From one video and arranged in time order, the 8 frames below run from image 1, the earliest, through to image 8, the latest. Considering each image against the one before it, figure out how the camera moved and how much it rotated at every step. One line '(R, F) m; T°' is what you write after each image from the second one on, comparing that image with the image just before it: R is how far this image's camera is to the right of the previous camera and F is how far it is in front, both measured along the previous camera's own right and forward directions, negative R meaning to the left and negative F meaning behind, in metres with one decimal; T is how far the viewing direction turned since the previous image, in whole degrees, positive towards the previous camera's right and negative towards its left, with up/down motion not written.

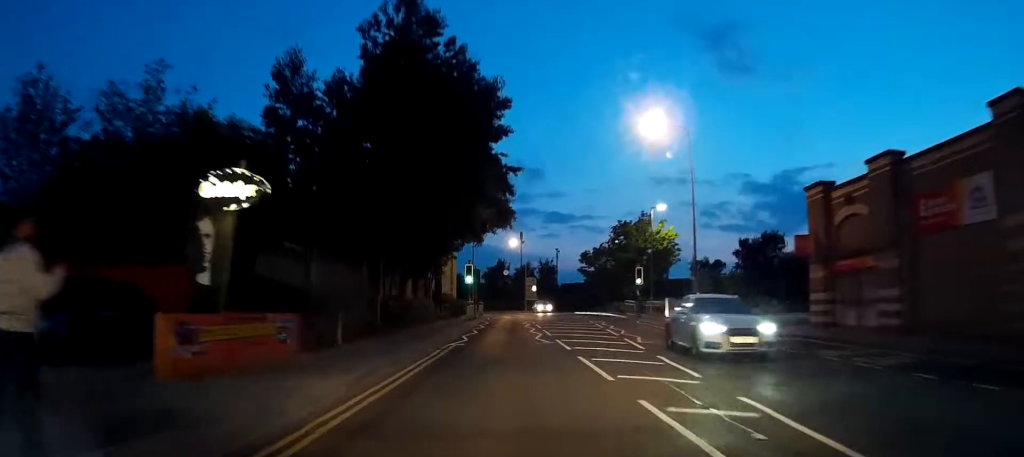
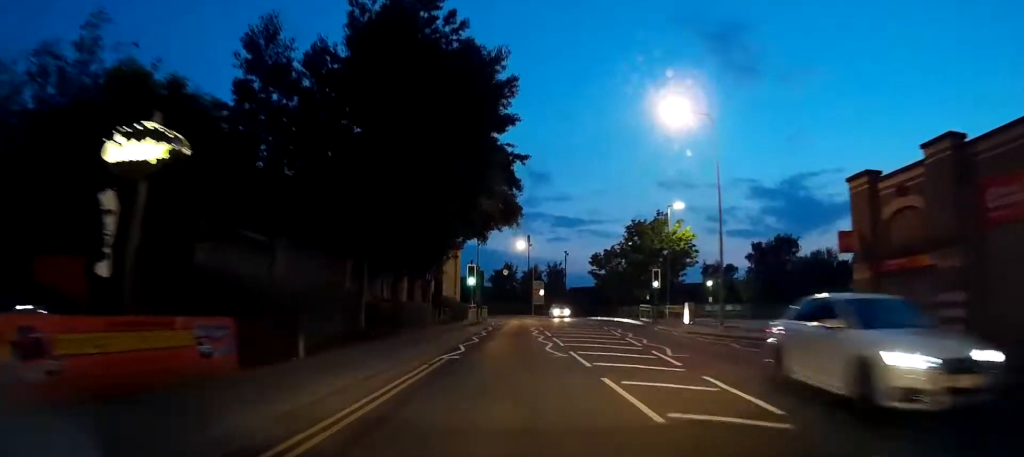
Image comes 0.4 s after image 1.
(0.0, +2.8) m; -3°
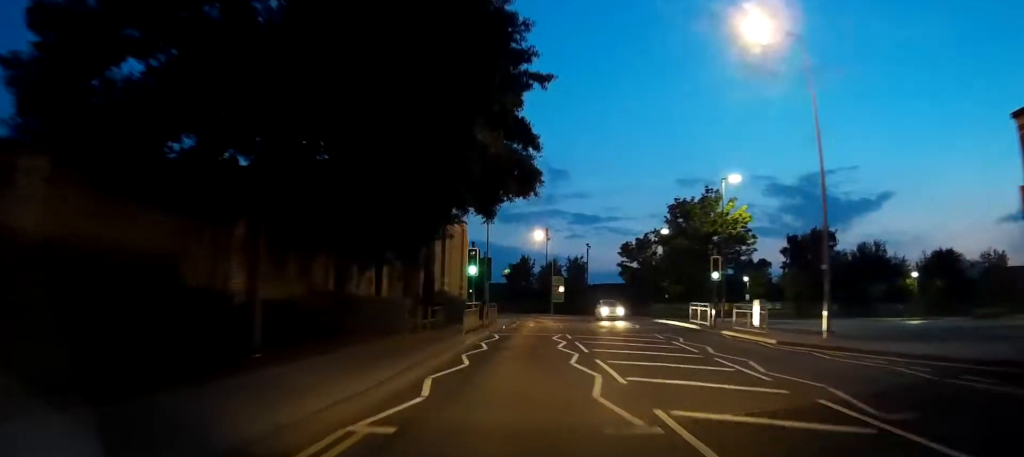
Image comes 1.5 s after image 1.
(-0.5, +8.5) m; -3°
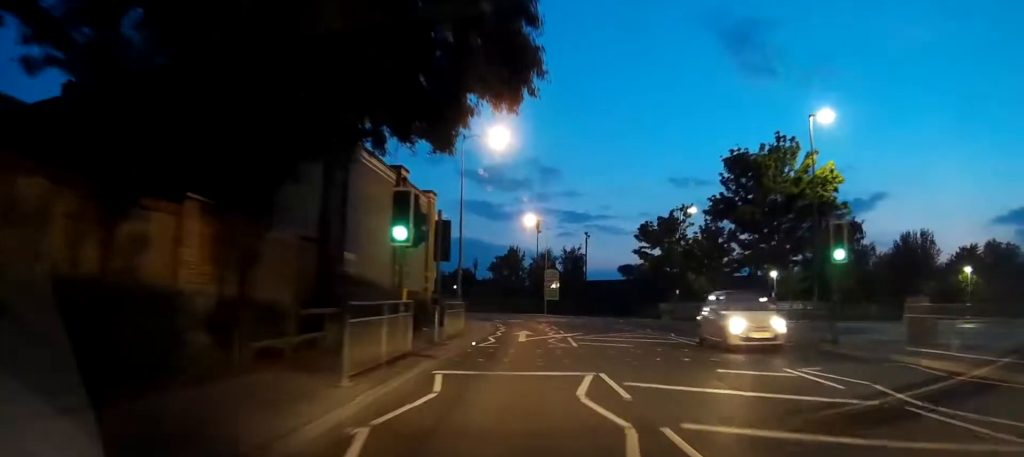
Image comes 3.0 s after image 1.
(+0.5, +12.6) m; +5°
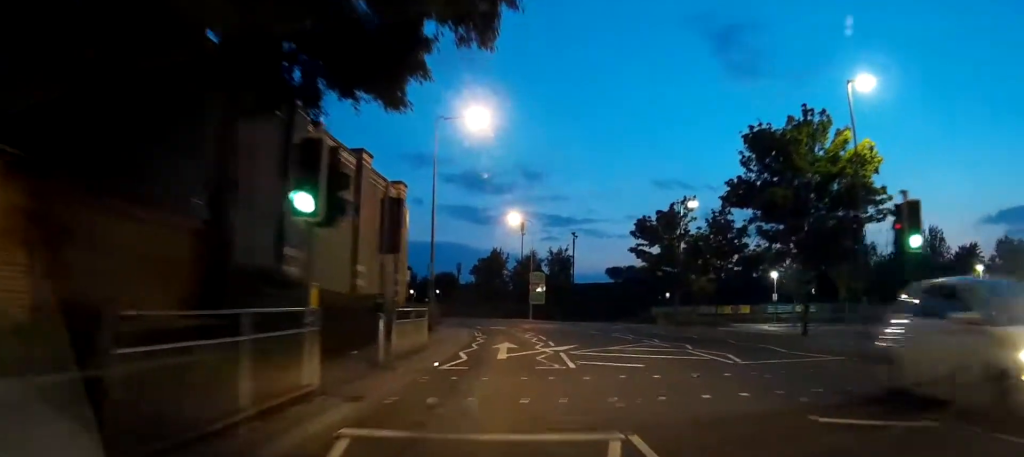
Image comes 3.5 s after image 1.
(+0.1, +4.6) m; +1°
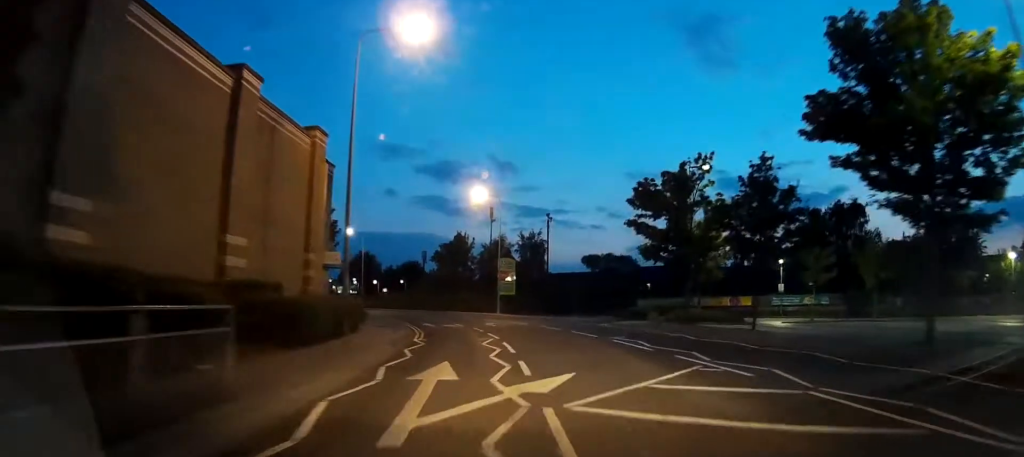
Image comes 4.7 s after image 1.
(-0.1, +10.0) m; 0°
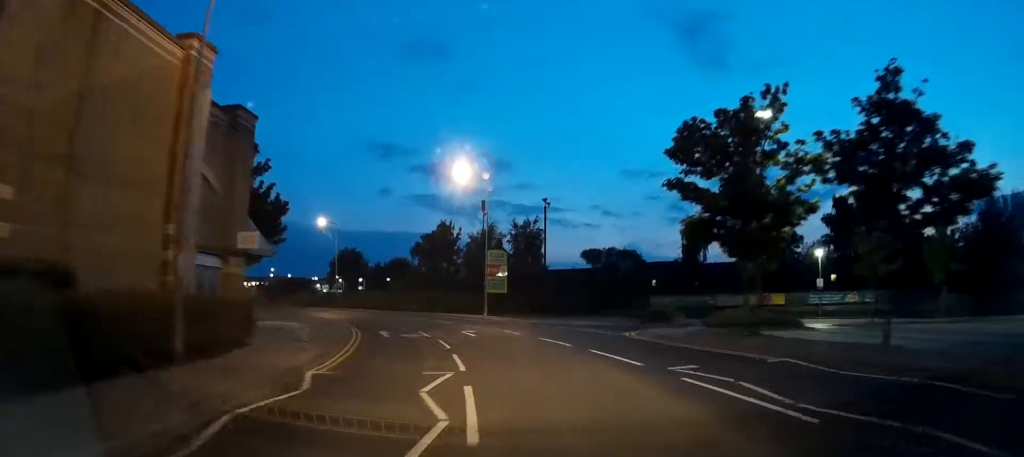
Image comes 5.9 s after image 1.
(0.0, +10.3) m; +3°
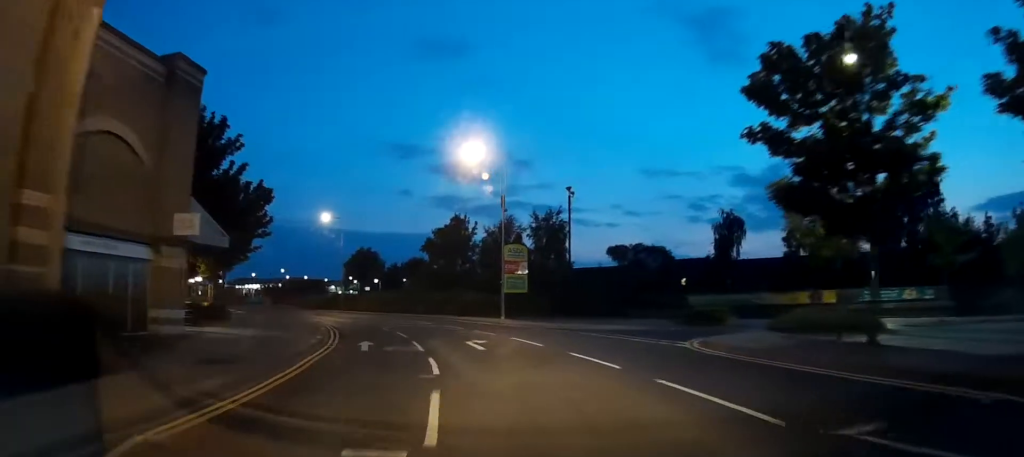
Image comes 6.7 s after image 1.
(+0.1, +6.0) m; +1°
